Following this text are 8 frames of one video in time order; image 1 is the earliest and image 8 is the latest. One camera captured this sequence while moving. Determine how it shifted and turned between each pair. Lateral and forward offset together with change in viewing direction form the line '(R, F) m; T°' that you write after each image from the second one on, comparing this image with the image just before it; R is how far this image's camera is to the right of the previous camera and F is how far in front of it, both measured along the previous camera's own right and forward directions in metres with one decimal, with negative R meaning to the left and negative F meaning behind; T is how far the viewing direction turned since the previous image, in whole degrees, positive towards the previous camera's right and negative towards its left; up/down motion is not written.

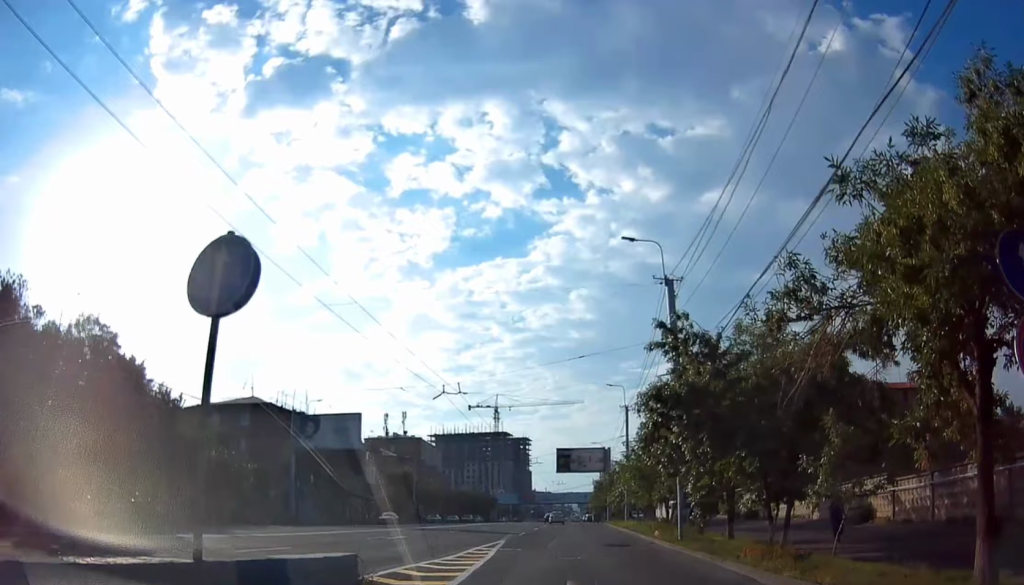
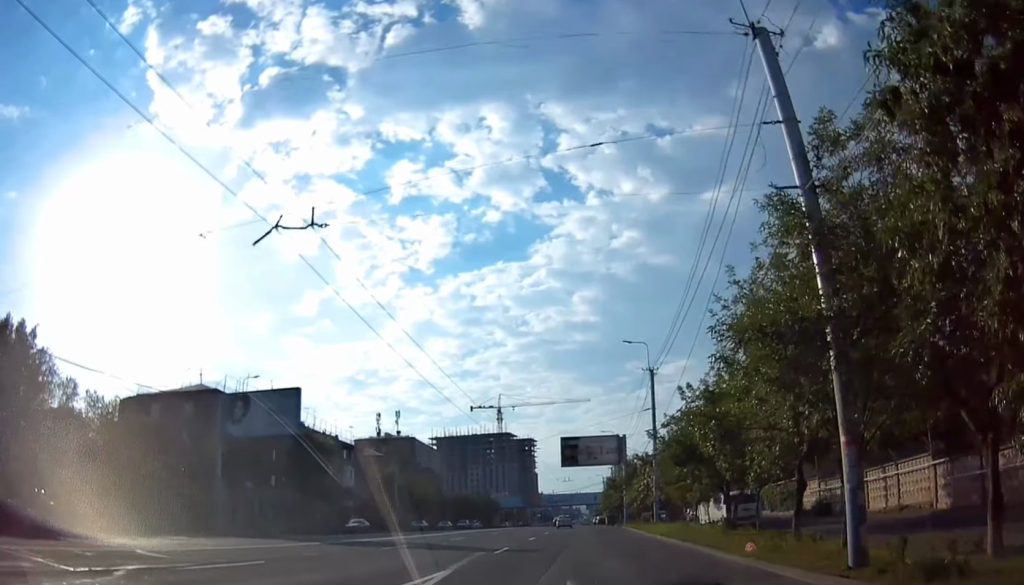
(-0.1, +15.0) m; 0°
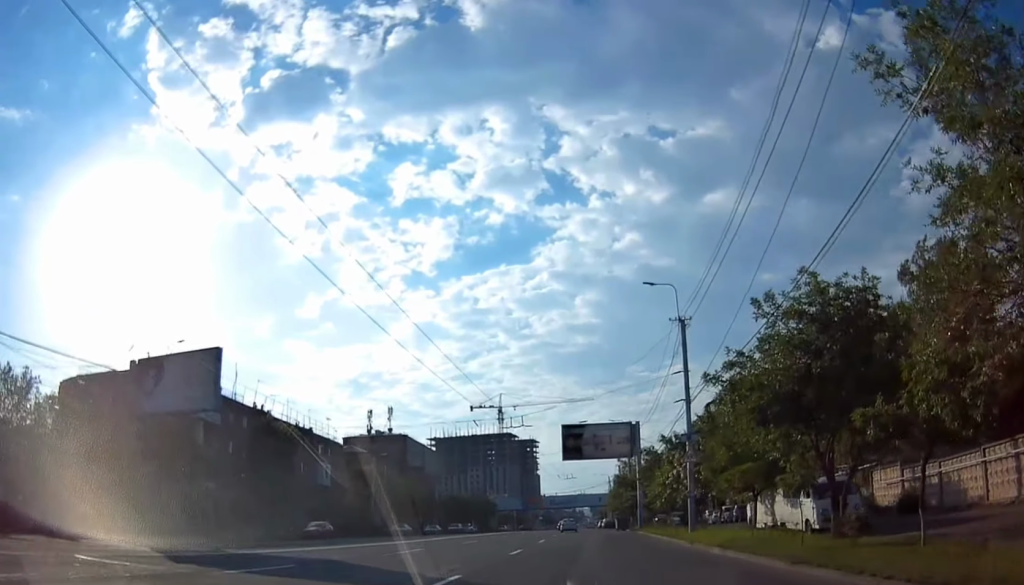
(+0.2, +11.6) m; -1°
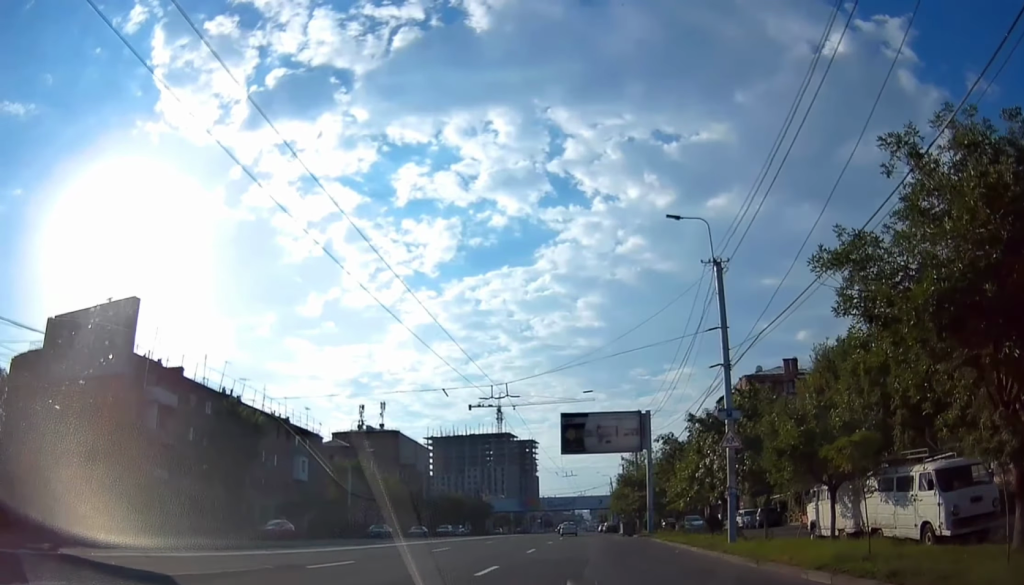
(-0.2, +8.1) m; 0°
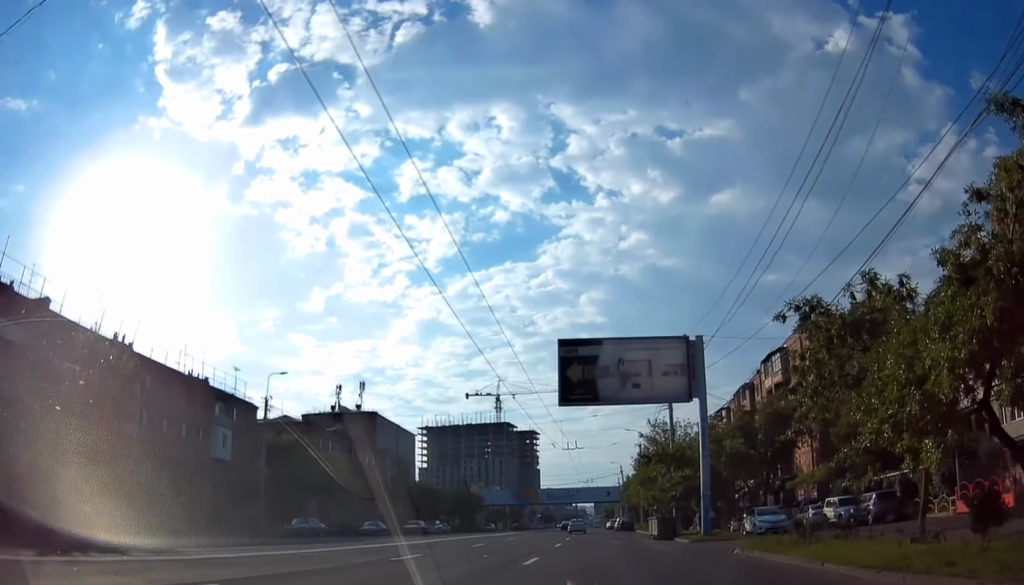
(0.0, +20.7) m; +1°
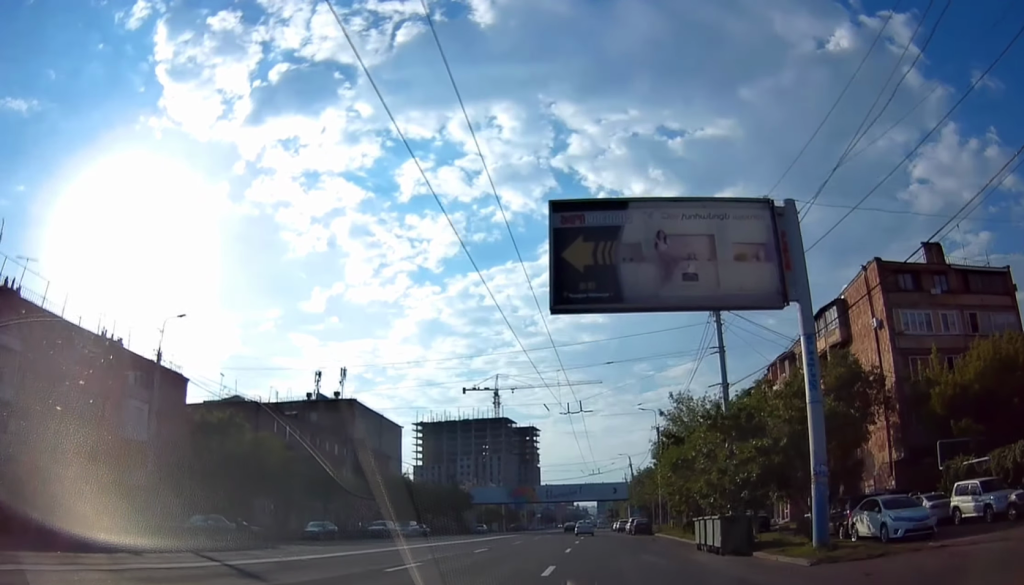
(0.0, +14.8) m; 0°
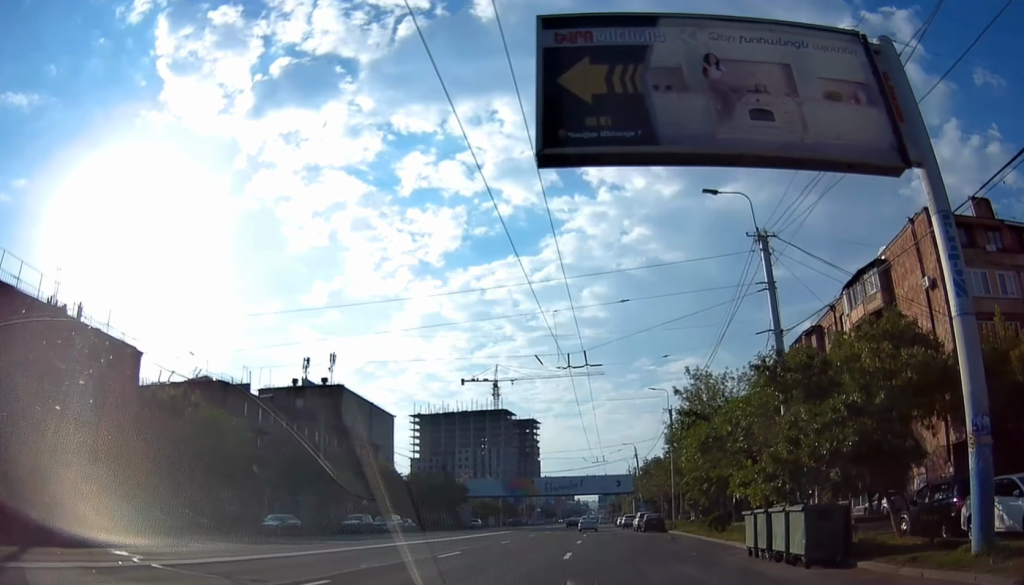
(-0.2, +7.5) m; 0°
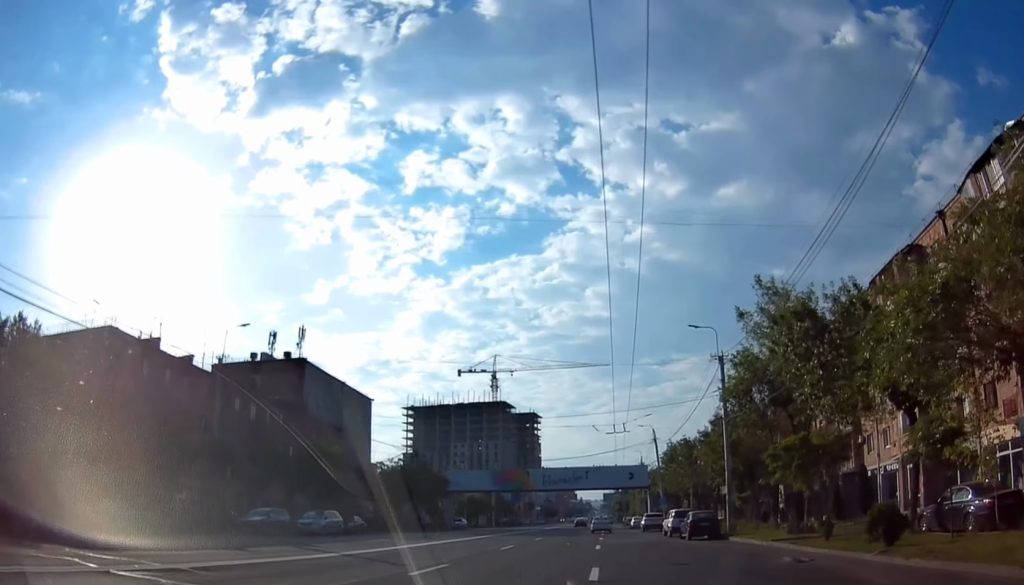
(+0.4, +18.4) m; -1°
